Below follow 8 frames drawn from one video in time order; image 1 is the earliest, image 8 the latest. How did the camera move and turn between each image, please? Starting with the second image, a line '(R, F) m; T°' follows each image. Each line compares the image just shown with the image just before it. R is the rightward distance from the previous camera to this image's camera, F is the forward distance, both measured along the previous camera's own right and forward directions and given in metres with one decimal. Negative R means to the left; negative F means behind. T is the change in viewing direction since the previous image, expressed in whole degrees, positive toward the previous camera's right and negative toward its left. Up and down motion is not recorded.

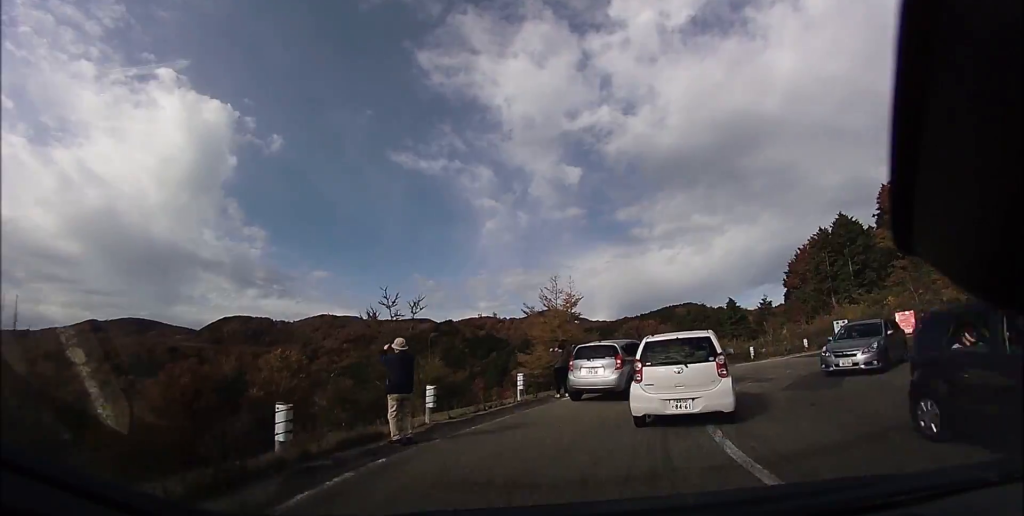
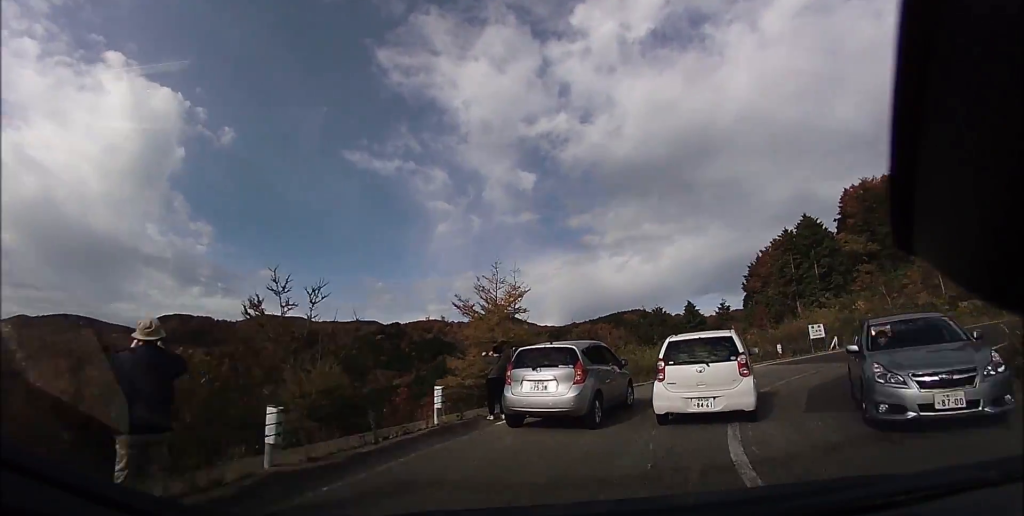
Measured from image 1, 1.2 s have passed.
(-0.4, +5.0) m; +7°
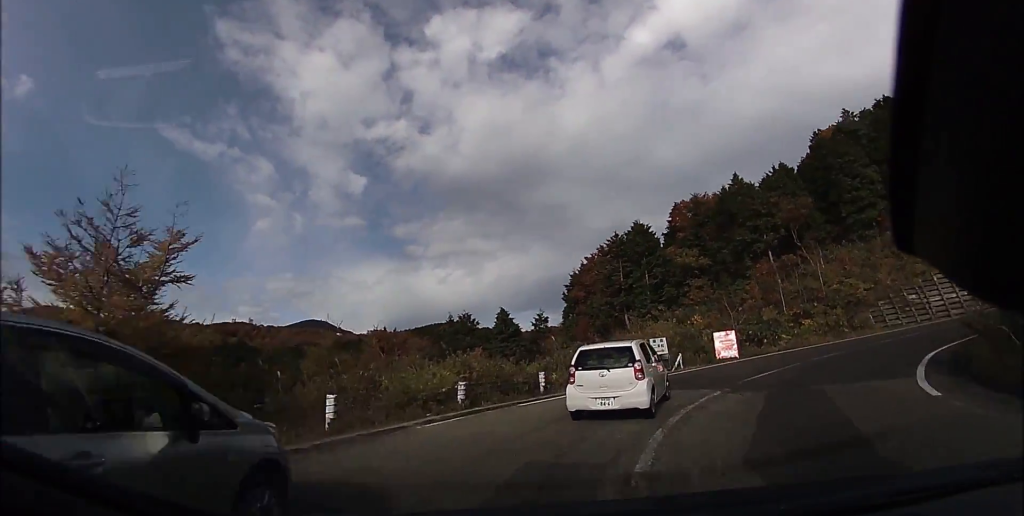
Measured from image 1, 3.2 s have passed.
(+1.8, +7.1) m; +22°
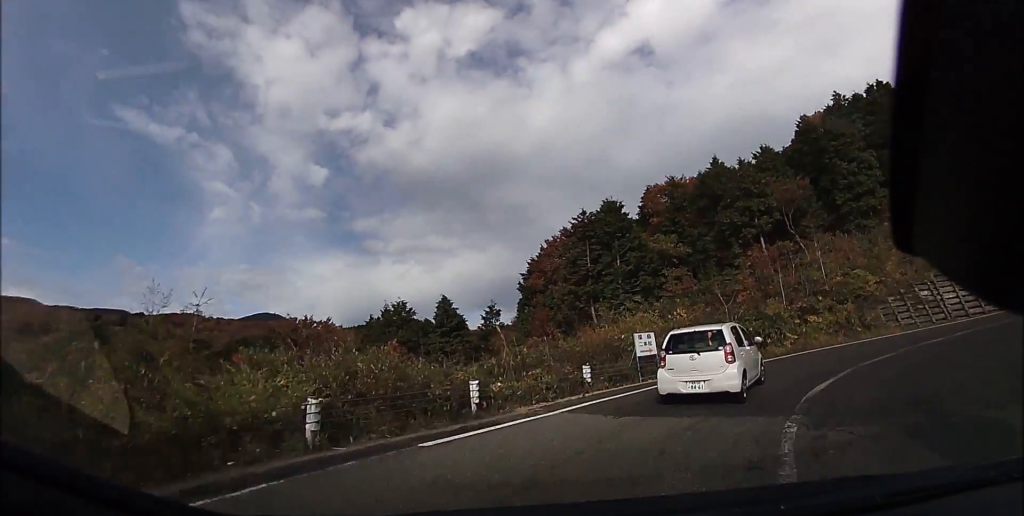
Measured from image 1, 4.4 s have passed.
(+0.5, +4.8) m; +8°
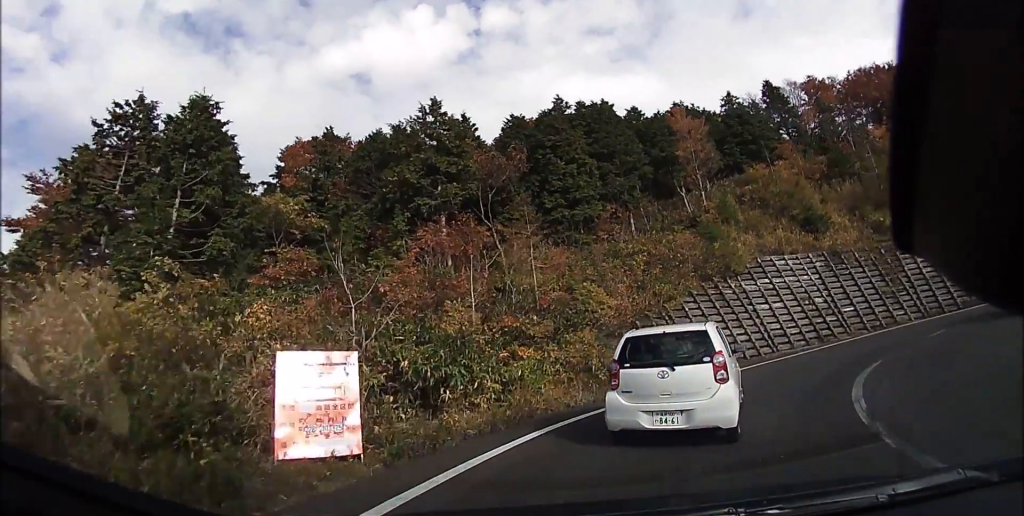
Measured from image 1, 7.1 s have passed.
(+1.9, +11.5) m; +28°
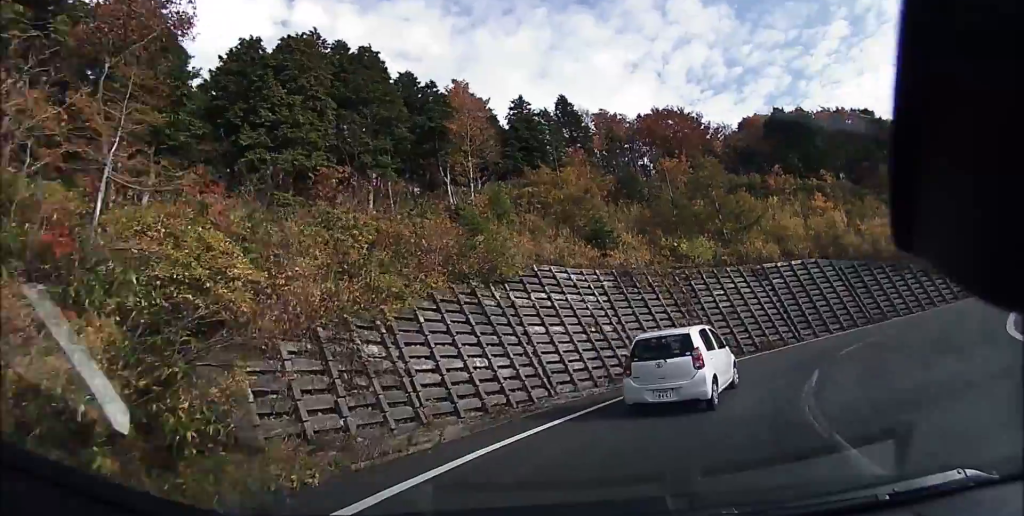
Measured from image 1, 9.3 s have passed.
(+3.8, +9.2) m; +45°
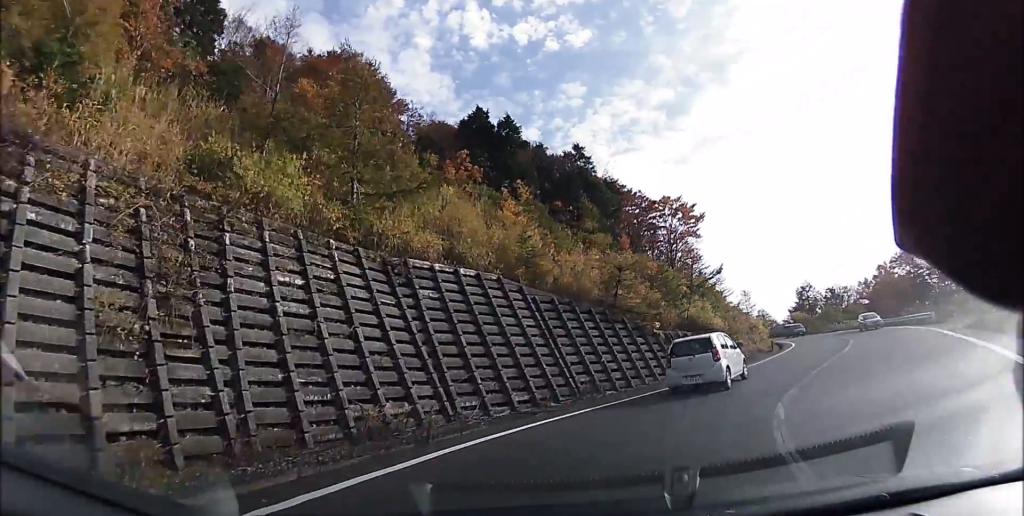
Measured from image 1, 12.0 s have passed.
(+4.9, +11.0) m; +43°
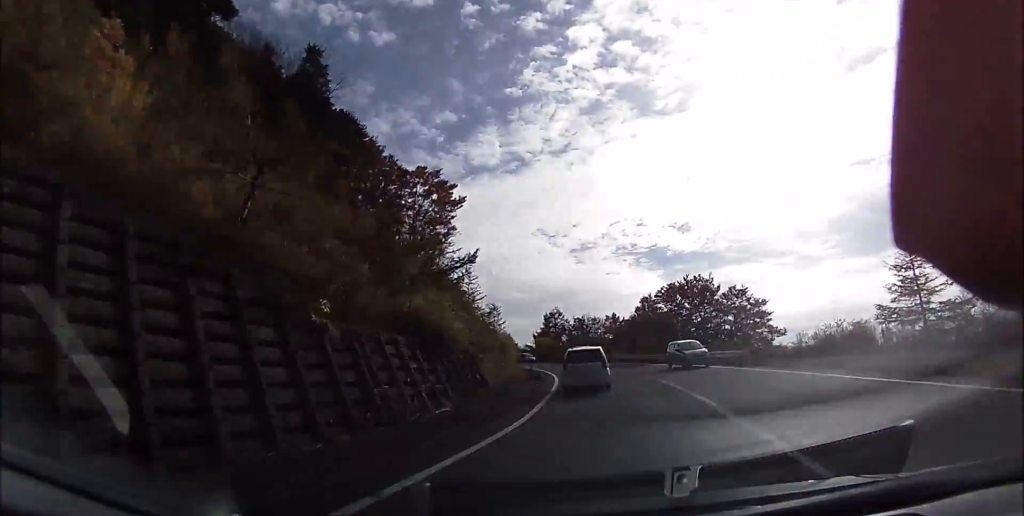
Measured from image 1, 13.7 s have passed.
(+1.4, +11.2) m; +19°
